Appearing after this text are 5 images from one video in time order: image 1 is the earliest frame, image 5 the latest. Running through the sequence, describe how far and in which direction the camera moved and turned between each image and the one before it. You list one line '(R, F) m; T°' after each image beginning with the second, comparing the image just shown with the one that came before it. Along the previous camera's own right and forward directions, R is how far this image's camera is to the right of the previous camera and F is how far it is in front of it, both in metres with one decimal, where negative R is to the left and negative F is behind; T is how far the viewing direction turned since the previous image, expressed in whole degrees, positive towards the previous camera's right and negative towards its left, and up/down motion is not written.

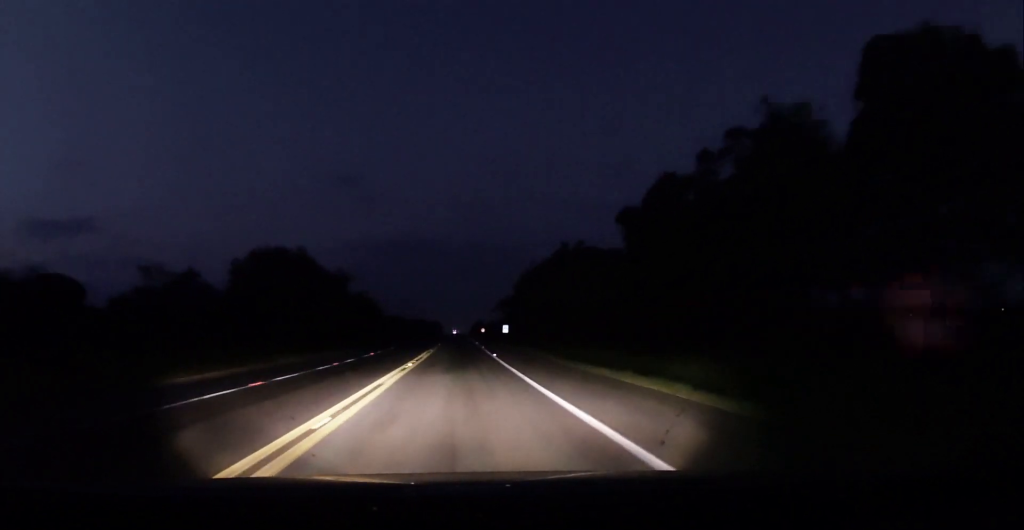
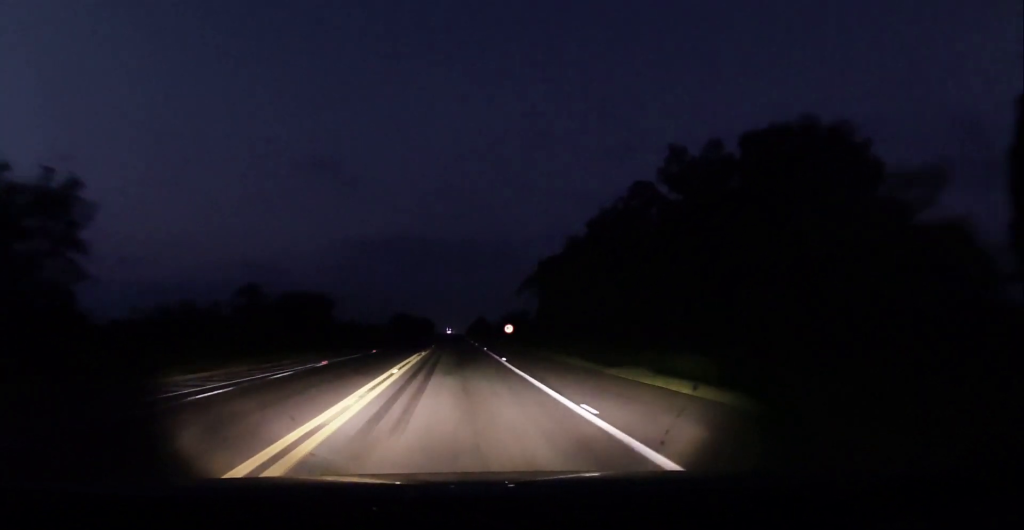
(-0.2, +89.6) m; 0°
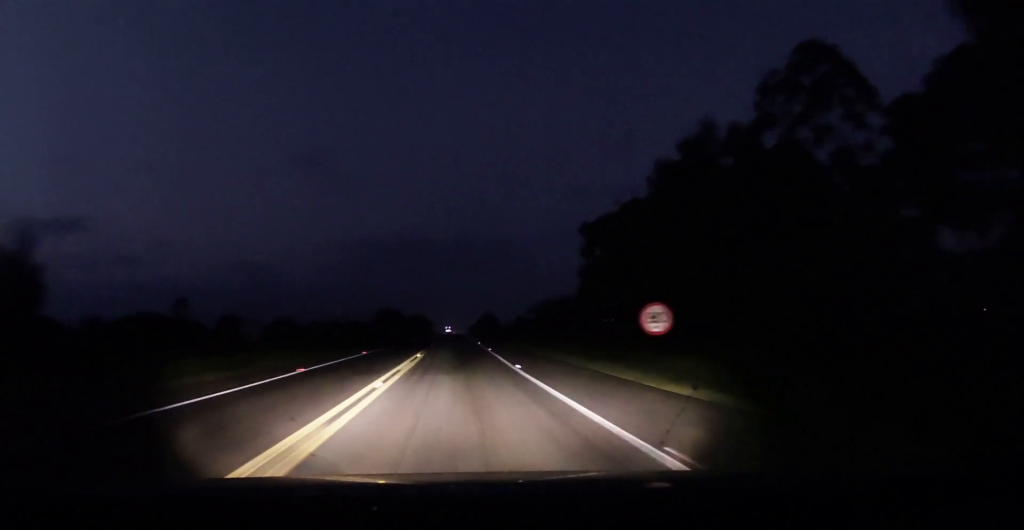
(+0.5, +53.8) m; 0°
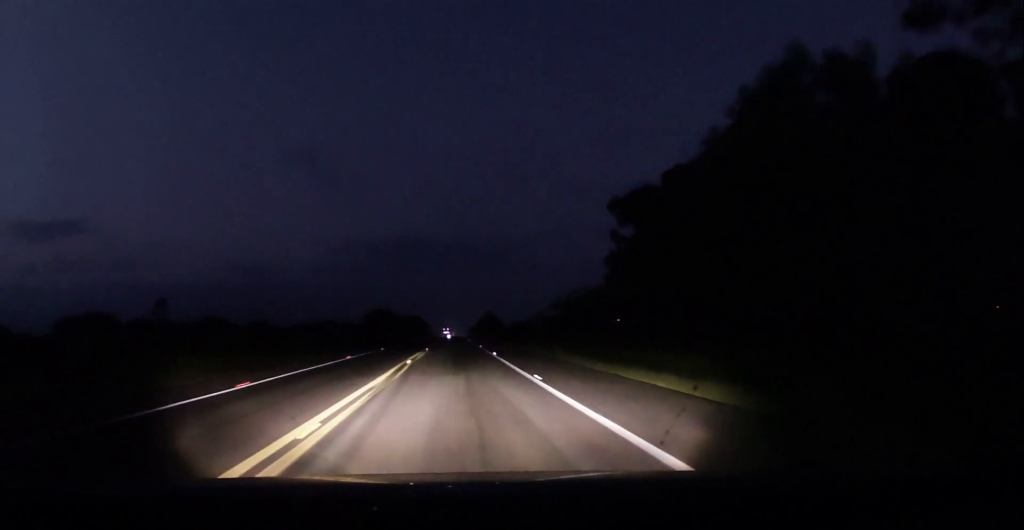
(-0.1, +22.4) m; 0°
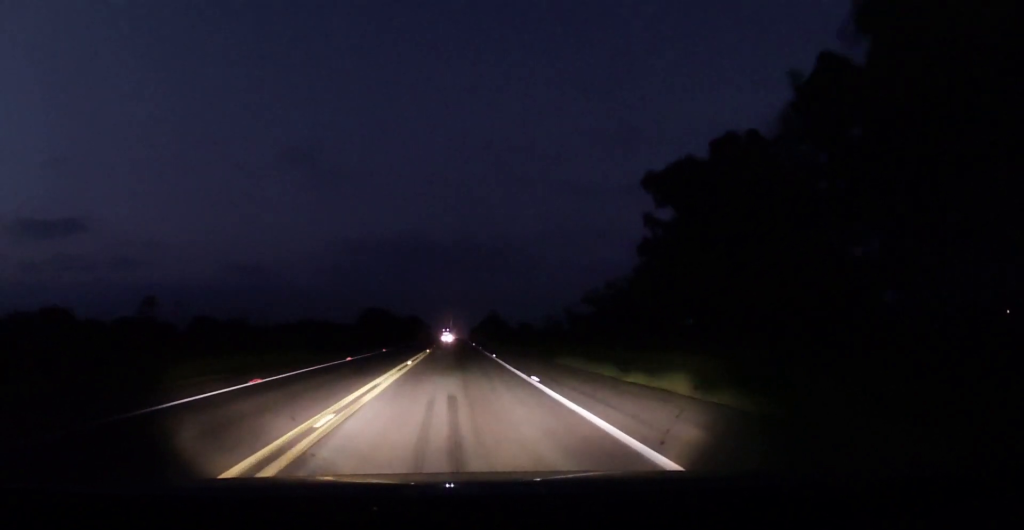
(-0.2, +16.0) m; +1°
